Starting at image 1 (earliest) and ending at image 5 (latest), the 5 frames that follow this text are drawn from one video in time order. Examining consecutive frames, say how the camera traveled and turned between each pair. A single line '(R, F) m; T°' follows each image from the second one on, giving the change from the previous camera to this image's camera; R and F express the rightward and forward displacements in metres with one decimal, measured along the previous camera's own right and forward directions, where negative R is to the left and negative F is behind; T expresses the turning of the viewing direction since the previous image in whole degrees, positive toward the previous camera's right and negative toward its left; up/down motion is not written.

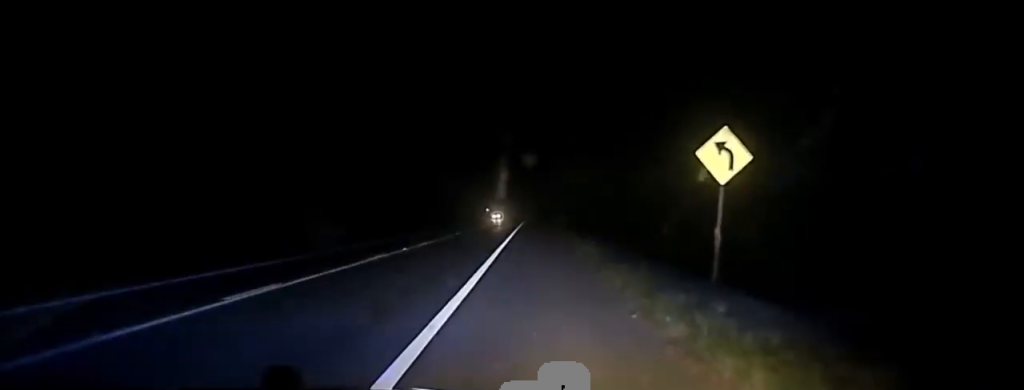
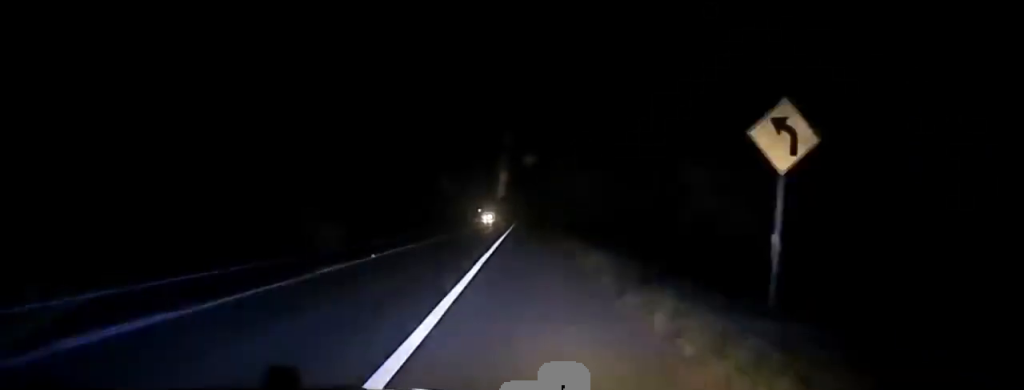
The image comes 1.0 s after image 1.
(+0.1, +5.3) m; +3°
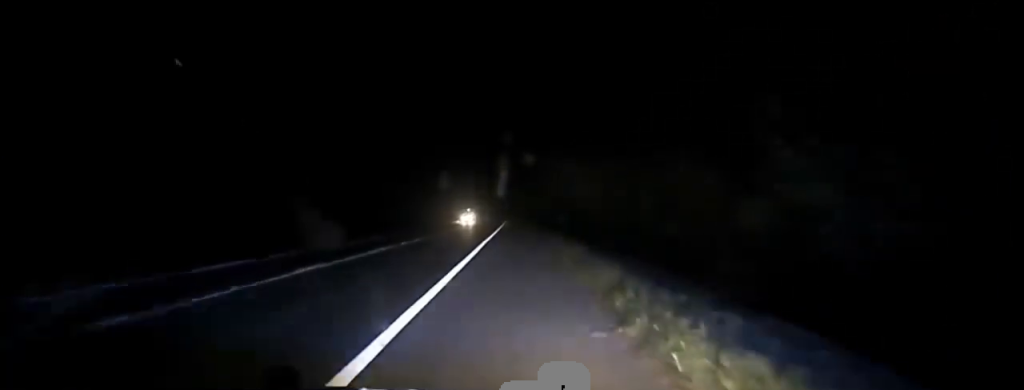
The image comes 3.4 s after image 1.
(0.0, +12.9) m; -1°
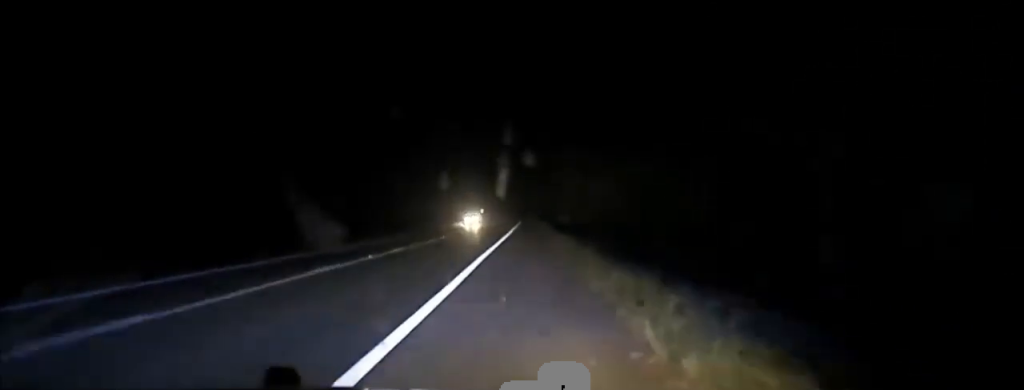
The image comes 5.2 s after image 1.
(0.0, +11.9) m; +1°
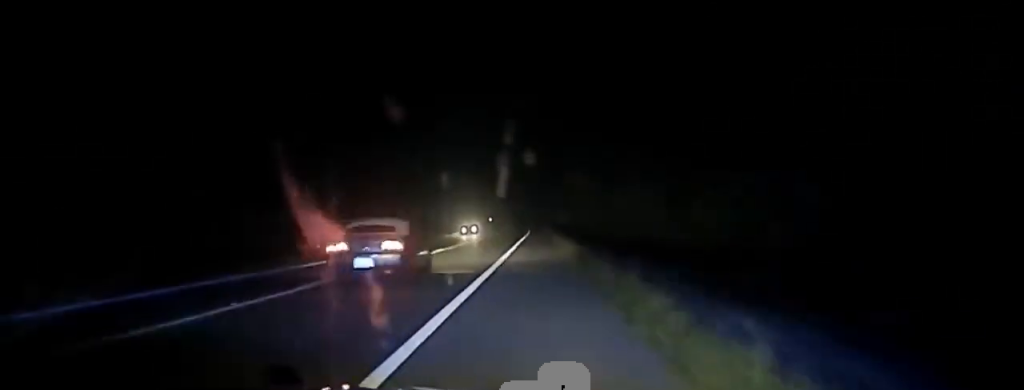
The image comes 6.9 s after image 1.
(-0.2, +12.9) m; -4°
